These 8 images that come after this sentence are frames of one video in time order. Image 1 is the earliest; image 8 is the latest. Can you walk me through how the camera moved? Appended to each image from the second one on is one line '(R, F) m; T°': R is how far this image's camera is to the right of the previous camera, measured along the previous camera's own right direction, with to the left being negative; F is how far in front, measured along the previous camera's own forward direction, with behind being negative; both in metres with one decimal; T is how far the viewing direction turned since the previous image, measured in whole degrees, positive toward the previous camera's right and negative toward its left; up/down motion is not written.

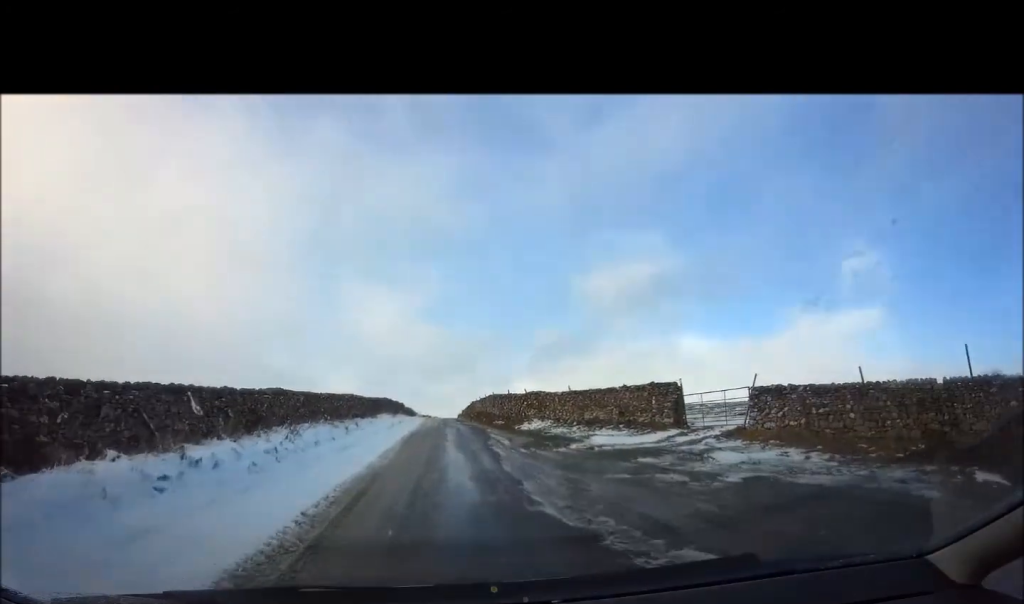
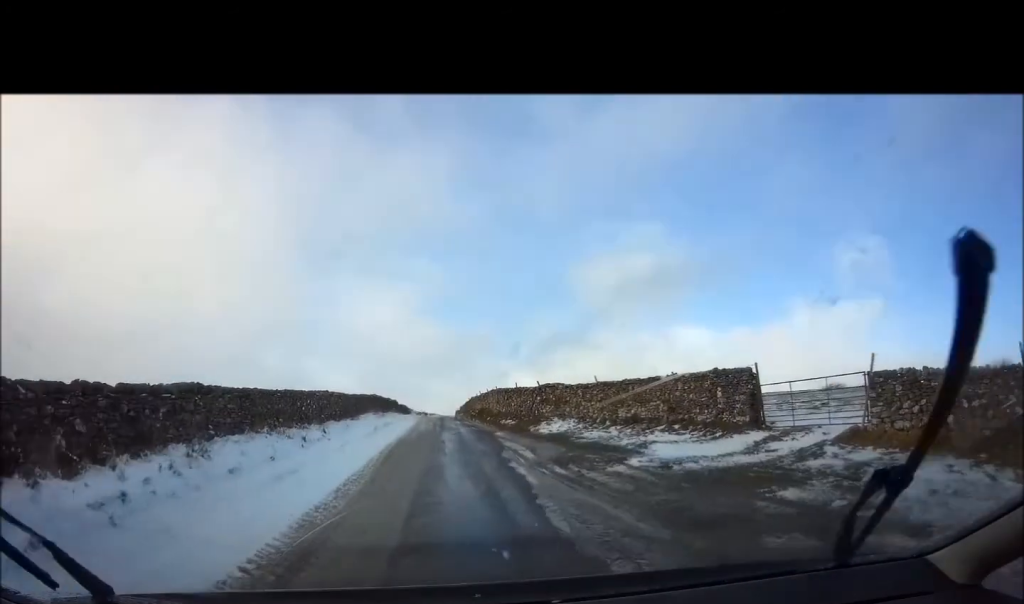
(+0.1, +4.9) m; +1°
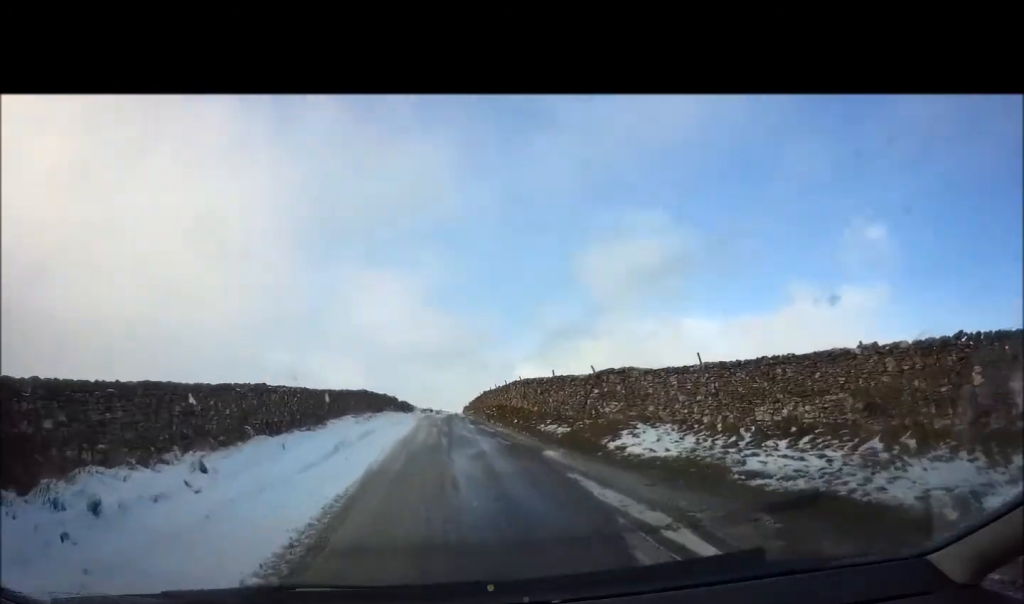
(+0.2, +8.4) m; 0°
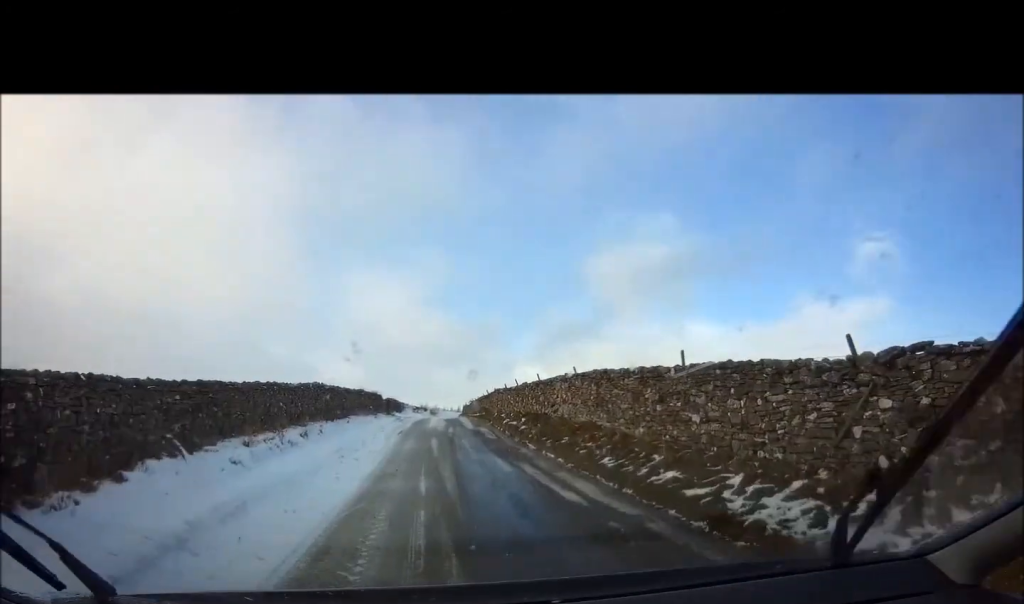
(-0.4, +11.8) m; -3°
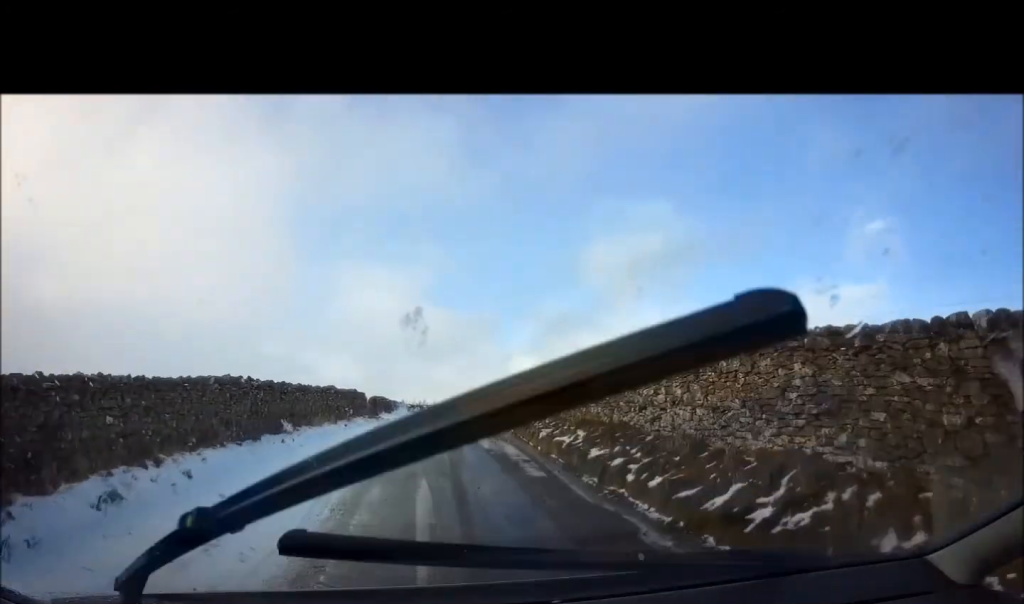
(-0.1, +8.3) m; +1°
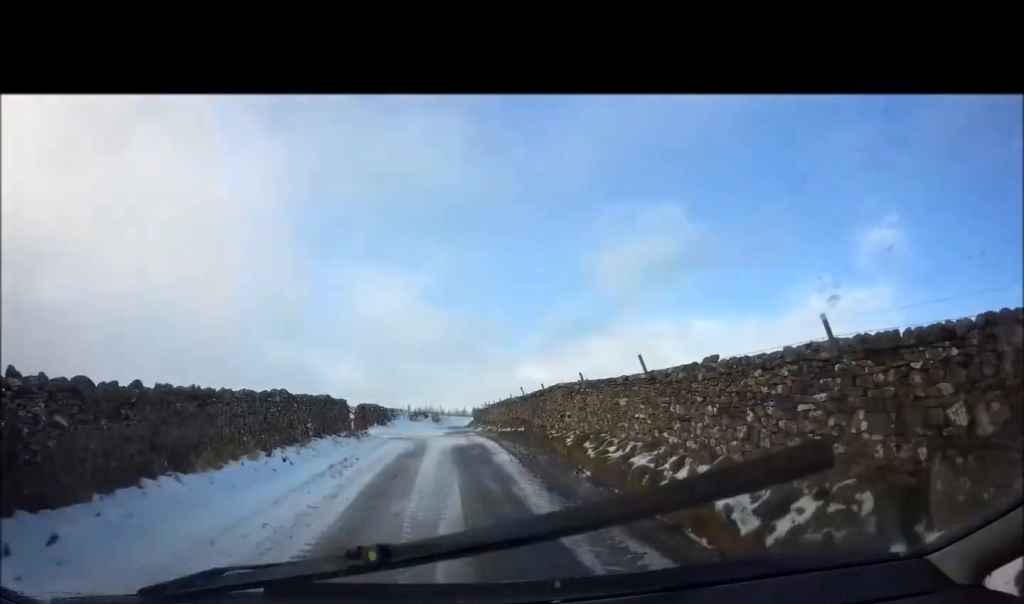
(+0.3, +8.9) m; +2°
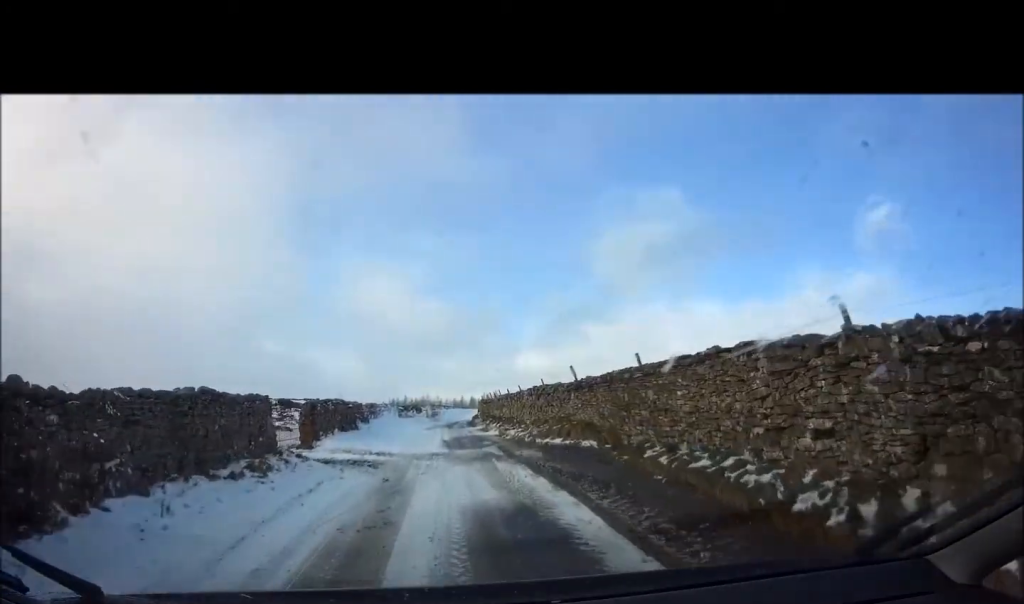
(-0.1, +11.1) m; -2°
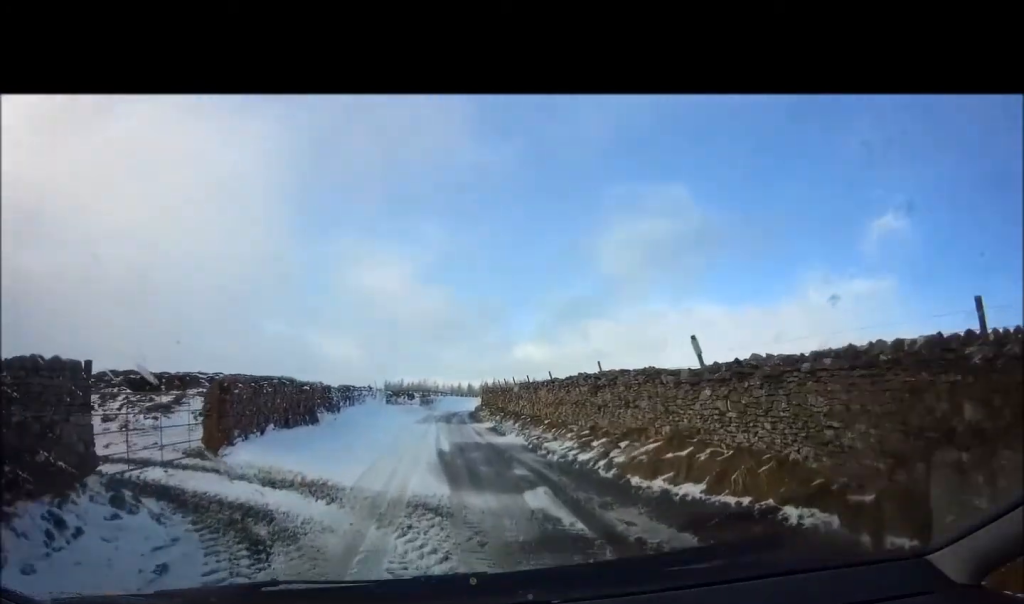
(-0.2, +7.7) m; 0°
